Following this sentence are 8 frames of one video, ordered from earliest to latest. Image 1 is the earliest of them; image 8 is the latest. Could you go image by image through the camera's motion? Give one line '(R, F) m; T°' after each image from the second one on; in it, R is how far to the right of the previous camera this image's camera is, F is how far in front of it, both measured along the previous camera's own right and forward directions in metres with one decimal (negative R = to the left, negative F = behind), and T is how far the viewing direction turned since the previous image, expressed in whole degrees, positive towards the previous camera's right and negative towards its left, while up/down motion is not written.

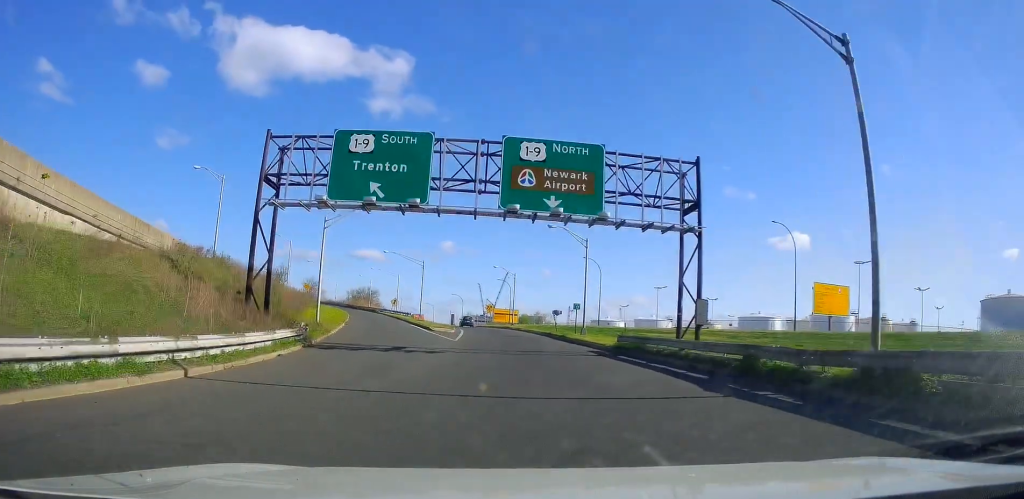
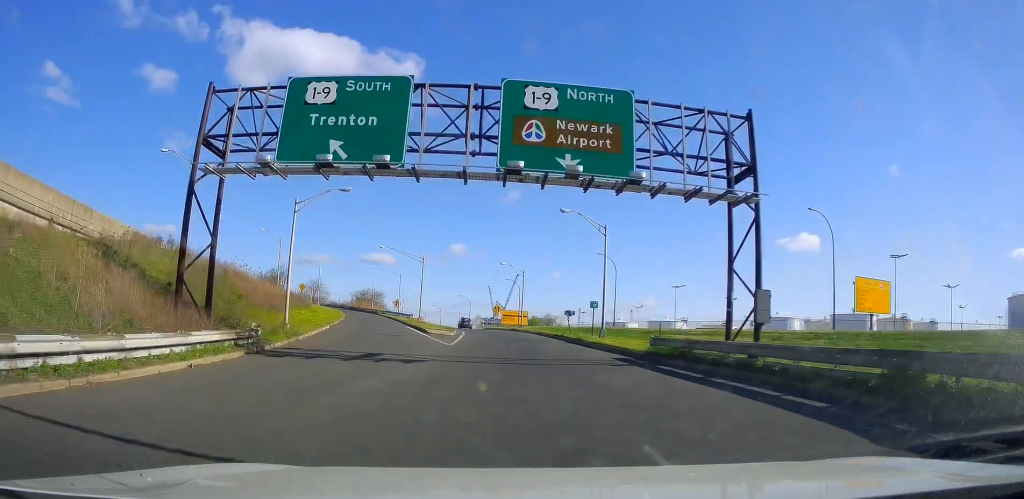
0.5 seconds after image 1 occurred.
(-0.1, +6.2) m; -1°
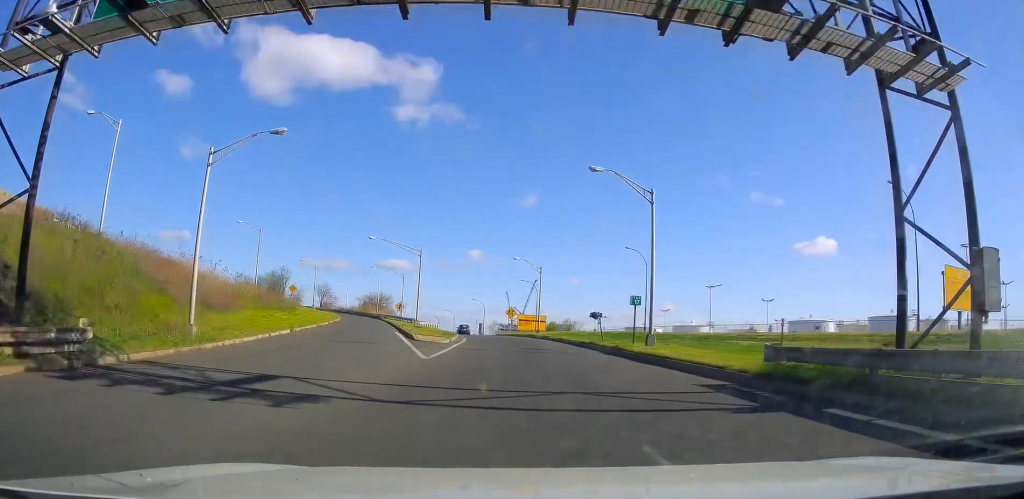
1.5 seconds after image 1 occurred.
(-0.1, +11.4) m; -2°
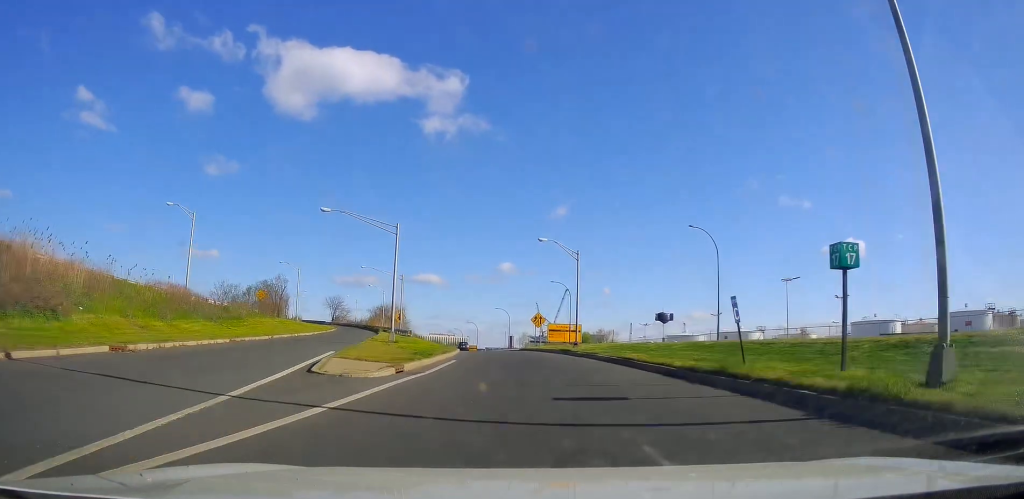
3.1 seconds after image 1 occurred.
(-0.6, +19.2) m; -3°
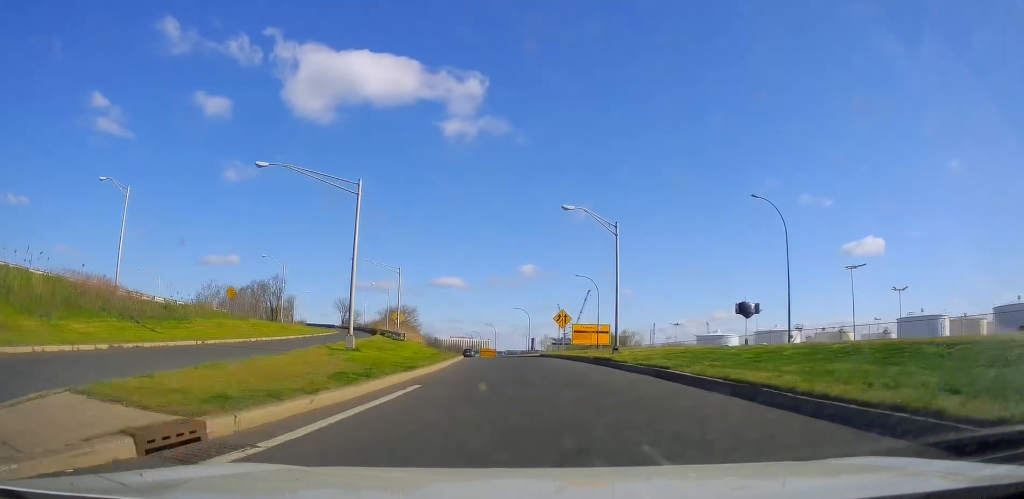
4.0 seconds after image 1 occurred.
(-0.3, +12.0) m; -2°
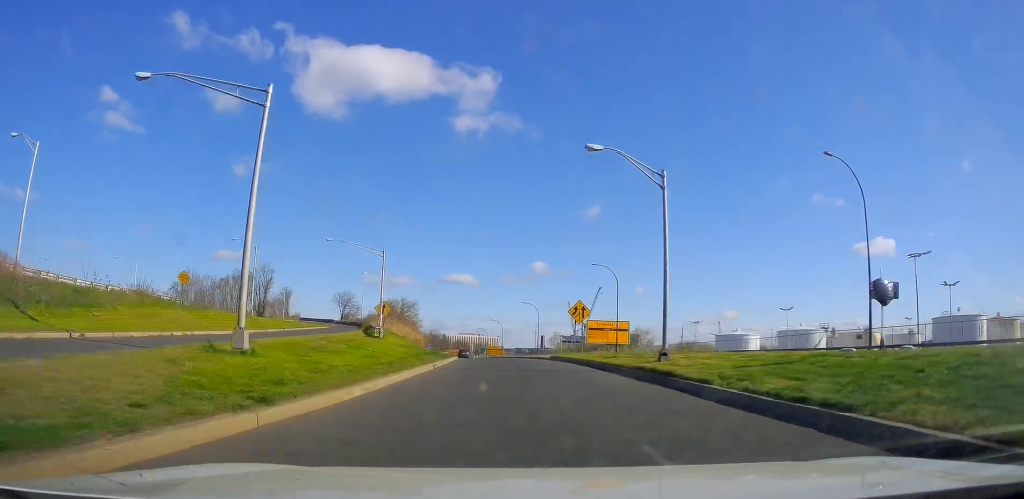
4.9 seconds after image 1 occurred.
(-0.1, +10.5) m; -2°
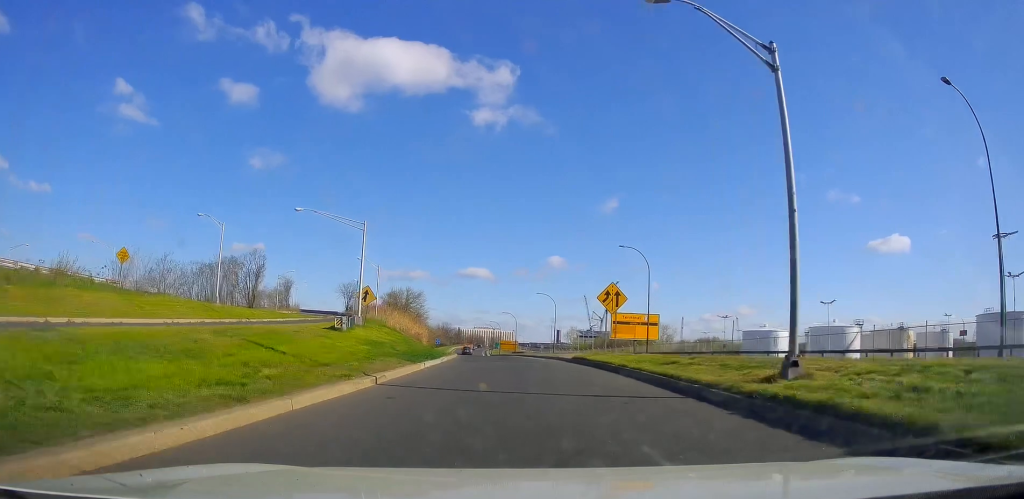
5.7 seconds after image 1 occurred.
(-0.1, +10.5) m; -2°
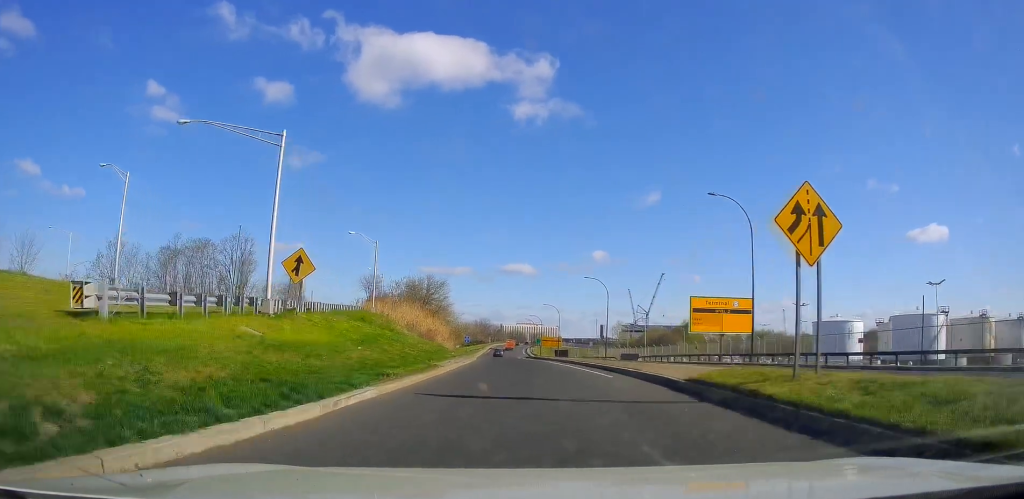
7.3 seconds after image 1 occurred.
(-0.4, +20.2) m; -3°
